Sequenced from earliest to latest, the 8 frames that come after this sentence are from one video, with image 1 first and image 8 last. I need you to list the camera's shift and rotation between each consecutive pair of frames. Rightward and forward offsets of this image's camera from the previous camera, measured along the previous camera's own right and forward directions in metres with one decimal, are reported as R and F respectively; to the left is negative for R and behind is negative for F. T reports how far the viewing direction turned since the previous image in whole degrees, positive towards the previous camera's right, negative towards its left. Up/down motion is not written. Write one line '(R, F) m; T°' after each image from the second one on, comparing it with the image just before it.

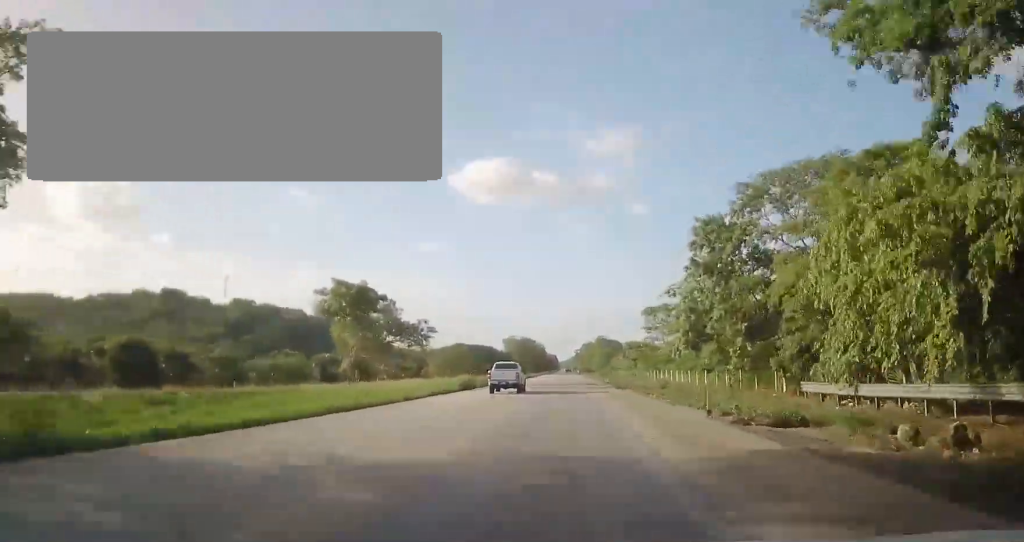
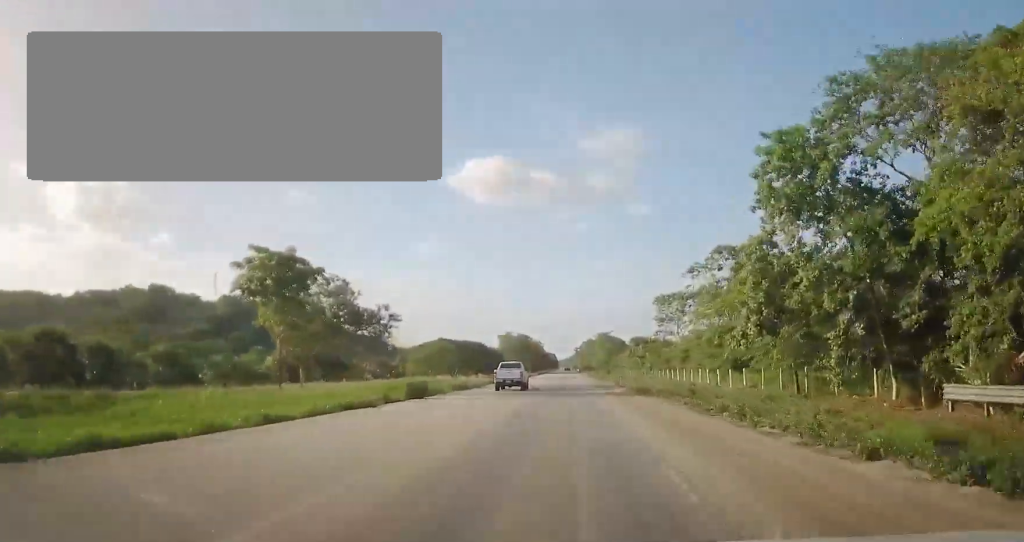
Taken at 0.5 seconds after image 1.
(+0.1, +13.3) m; 0°
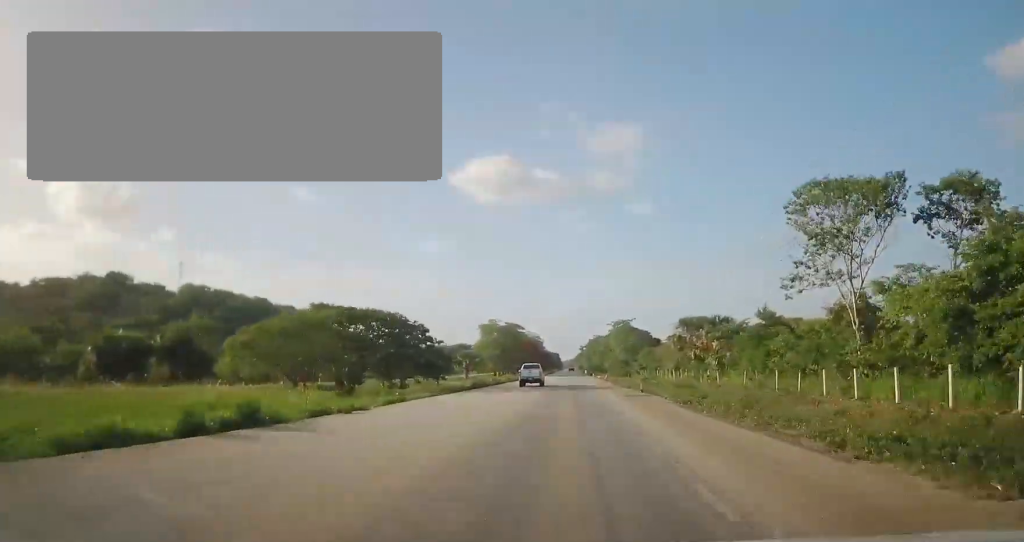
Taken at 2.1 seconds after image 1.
(-0.7, +49.0) m; -2°
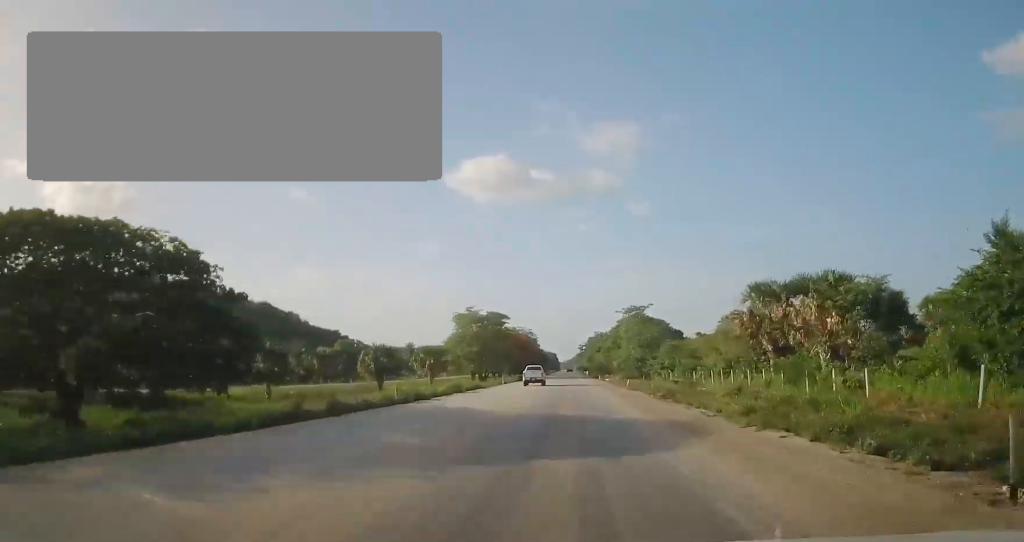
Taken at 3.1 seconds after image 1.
(-0.2, +29.5) m; 0°
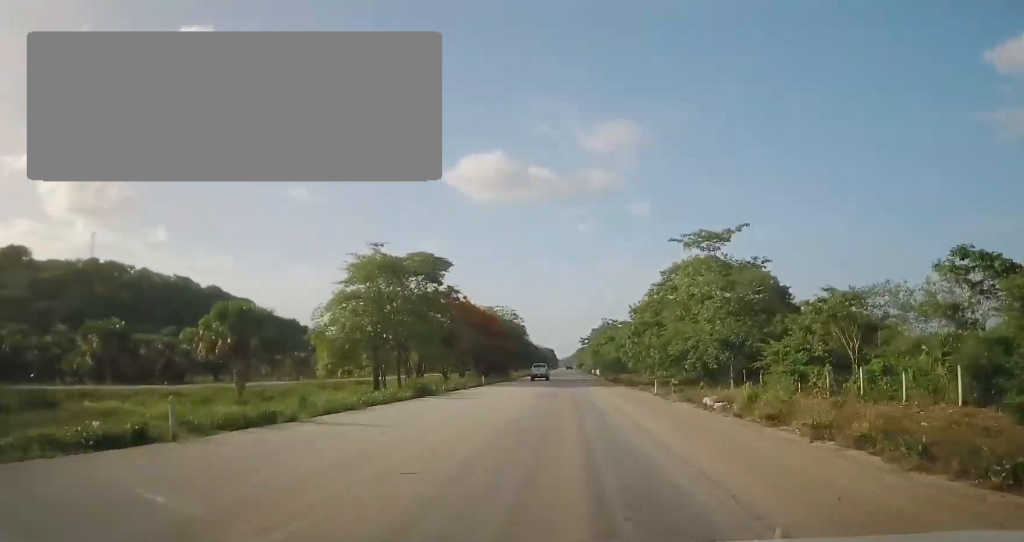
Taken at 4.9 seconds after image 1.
(+0.2, +55.3) m; 0°
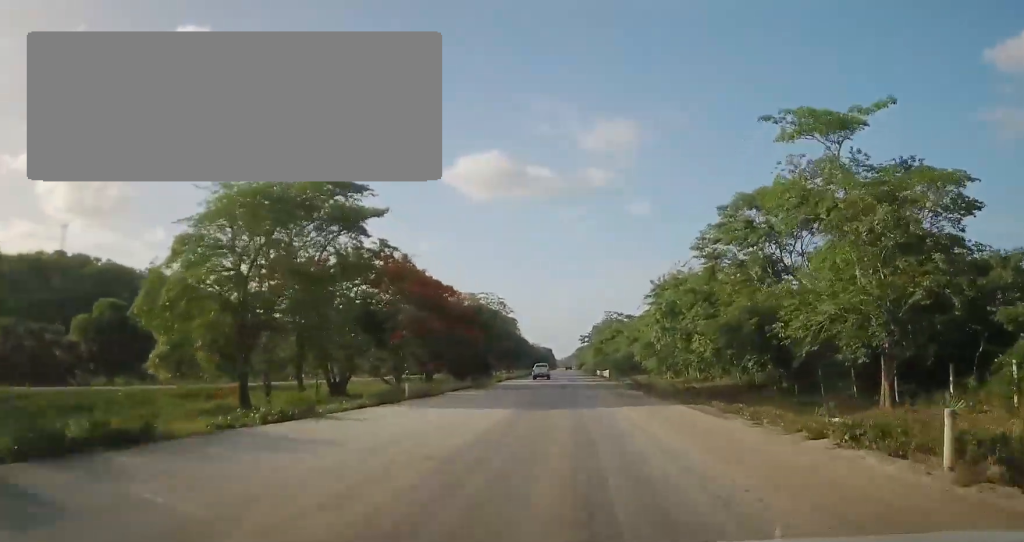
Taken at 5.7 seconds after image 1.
(-0.2, +23.4) m; 0°
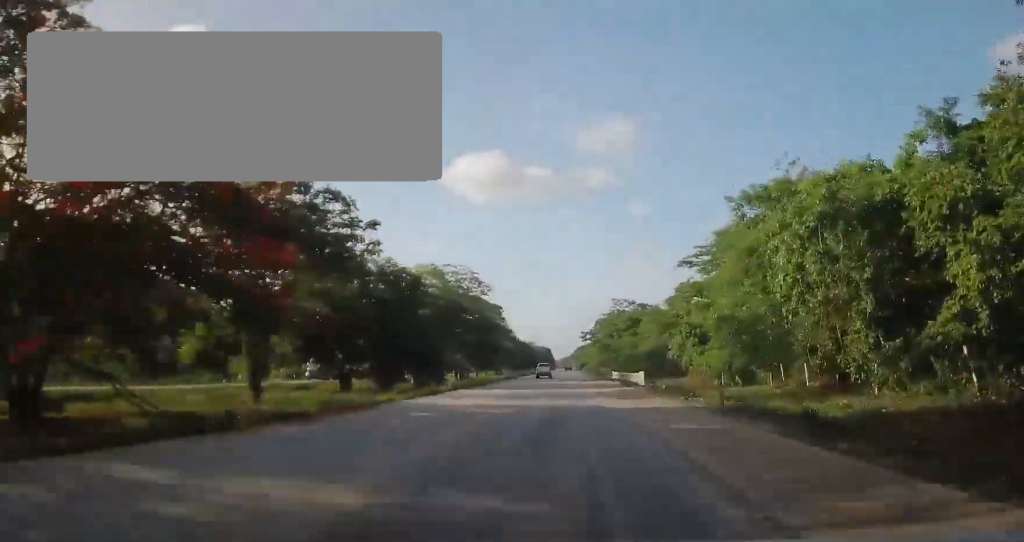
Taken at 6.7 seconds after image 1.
(+0.2, +30.1) m; +1°
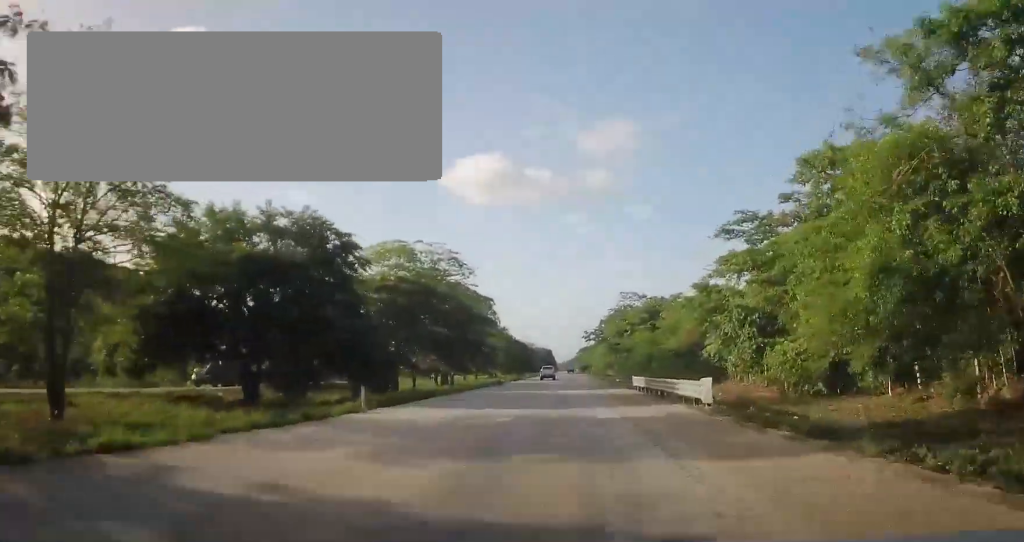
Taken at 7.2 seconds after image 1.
(+0.3, +15.8) m; 0°
